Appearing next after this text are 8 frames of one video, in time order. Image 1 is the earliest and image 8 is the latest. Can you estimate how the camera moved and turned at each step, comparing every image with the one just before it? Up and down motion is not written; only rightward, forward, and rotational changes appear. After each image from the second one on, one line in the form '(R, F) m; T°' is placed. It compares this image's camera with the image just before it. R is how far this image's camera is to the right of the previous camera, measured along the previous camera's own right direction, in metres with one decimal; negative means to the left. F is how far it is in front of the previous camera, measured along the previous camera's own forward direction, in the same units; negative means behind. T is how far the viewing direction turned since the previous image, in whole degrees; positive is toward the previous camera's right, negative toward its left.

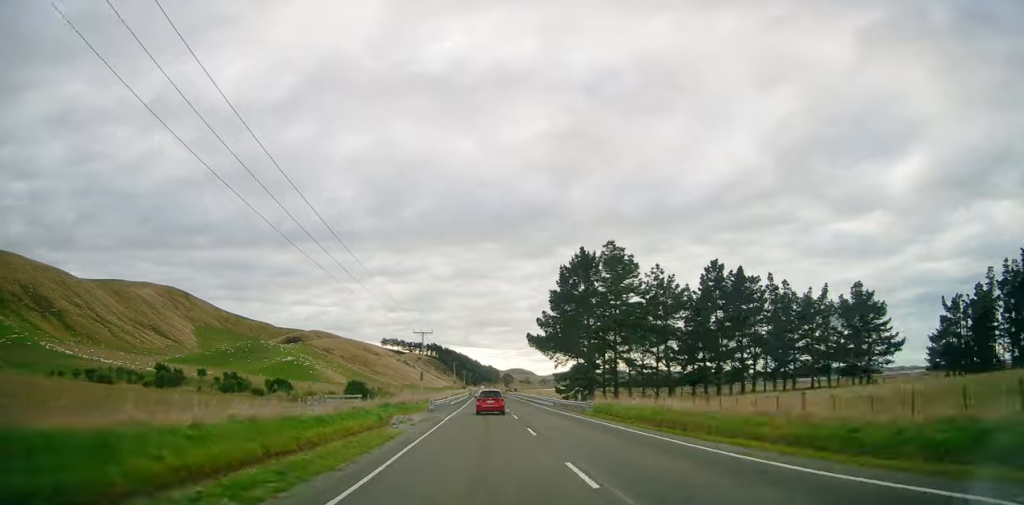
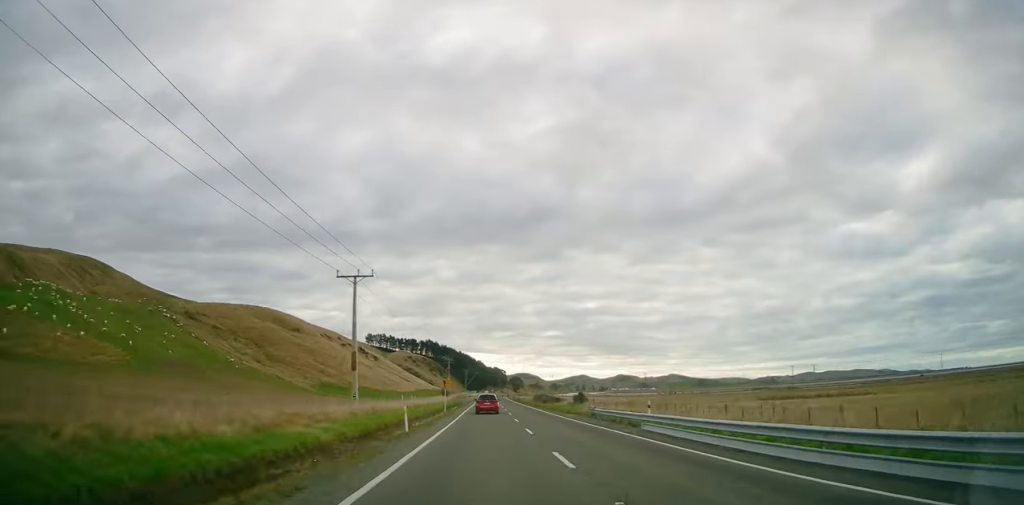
(-1.2, +129.1) m; 0°
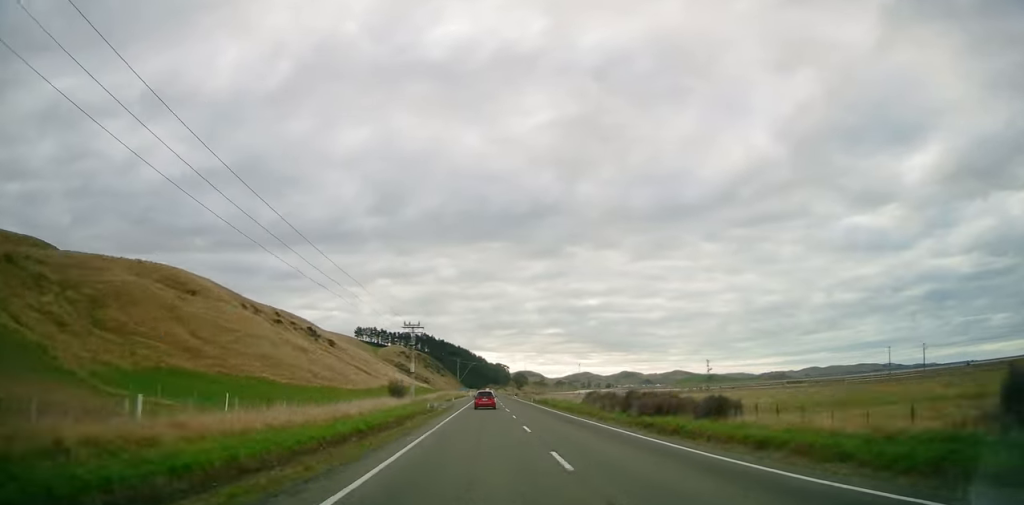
(+0.2, +60.4) m; 0°
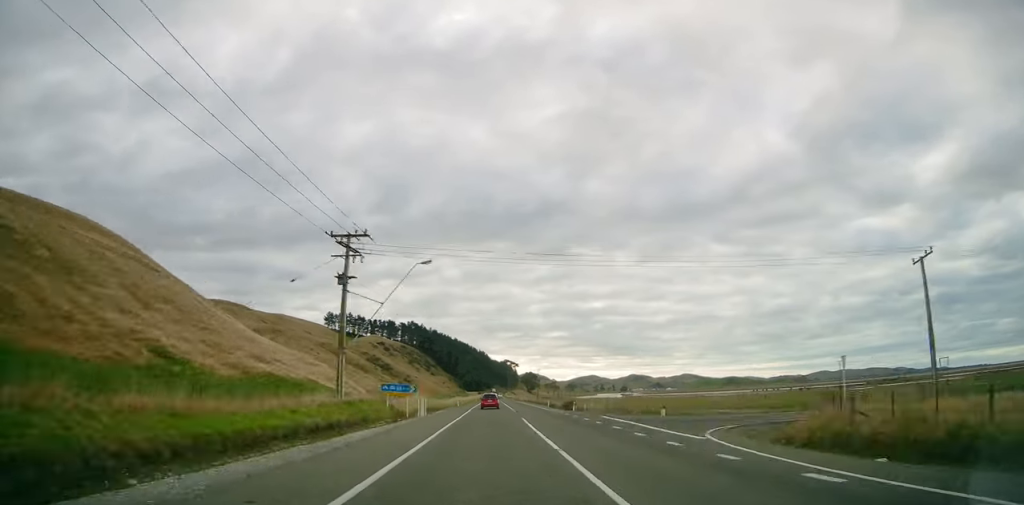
(-0.2, +125.3) m; 0°
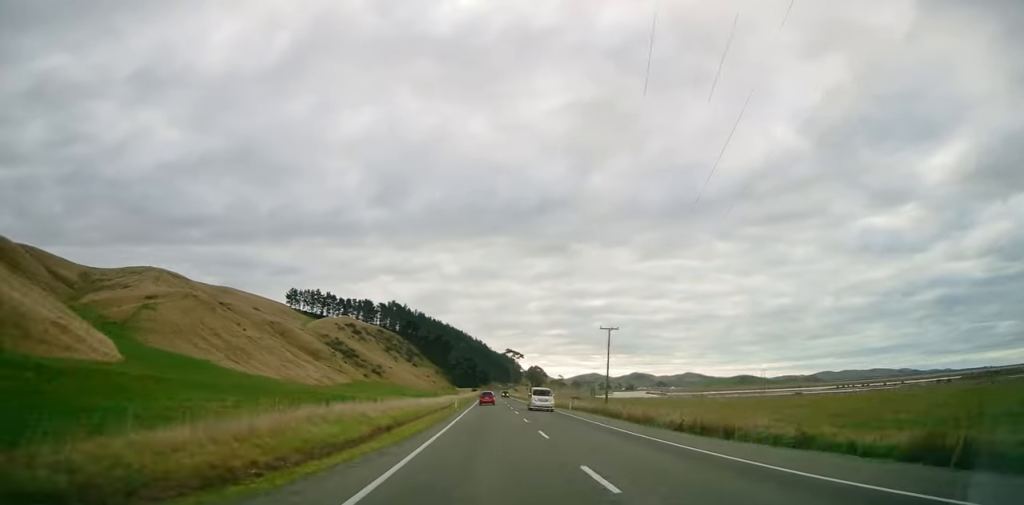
(0.0, +93.6) m; 0°
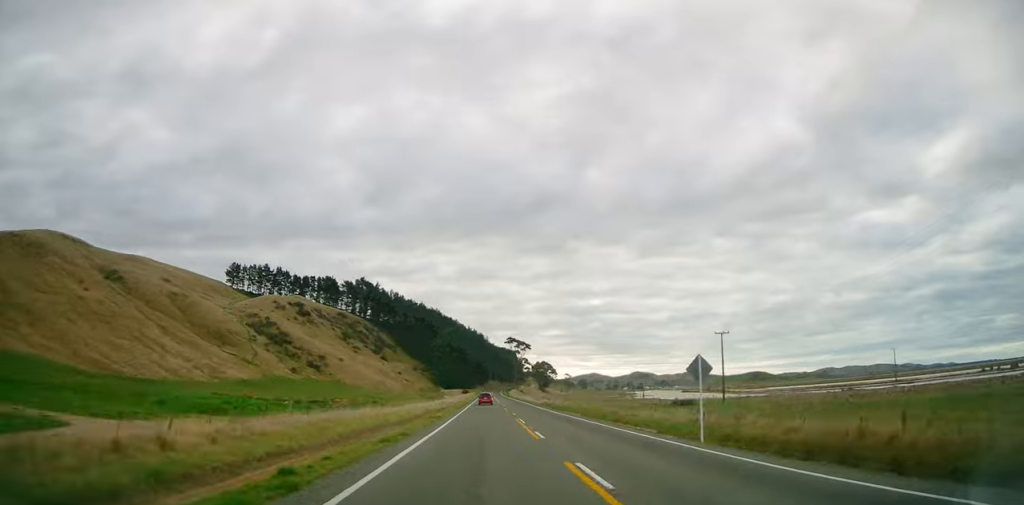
(-0.5, +92.6) m; 0°
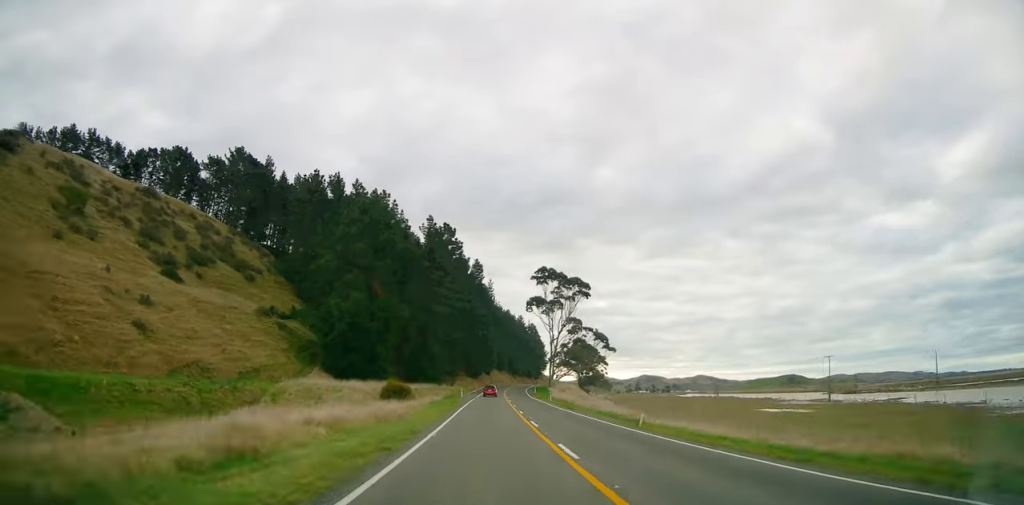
(+1.2, +170.4) m; +2°
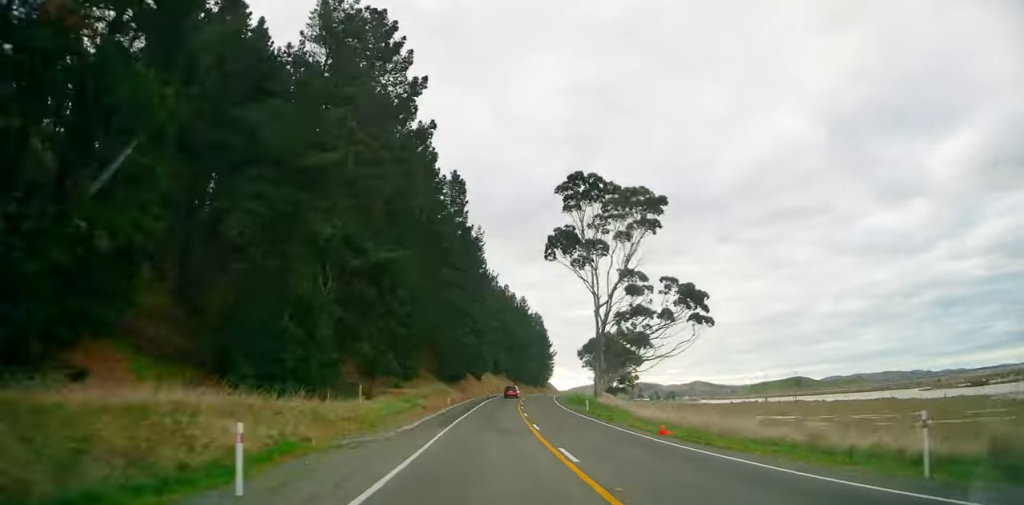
(+0.2, +59.4) m; +2°
